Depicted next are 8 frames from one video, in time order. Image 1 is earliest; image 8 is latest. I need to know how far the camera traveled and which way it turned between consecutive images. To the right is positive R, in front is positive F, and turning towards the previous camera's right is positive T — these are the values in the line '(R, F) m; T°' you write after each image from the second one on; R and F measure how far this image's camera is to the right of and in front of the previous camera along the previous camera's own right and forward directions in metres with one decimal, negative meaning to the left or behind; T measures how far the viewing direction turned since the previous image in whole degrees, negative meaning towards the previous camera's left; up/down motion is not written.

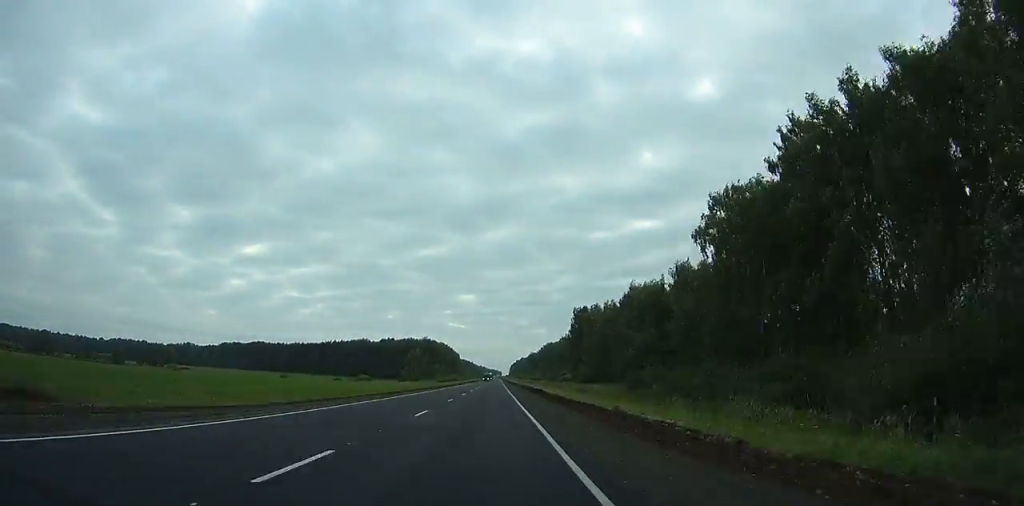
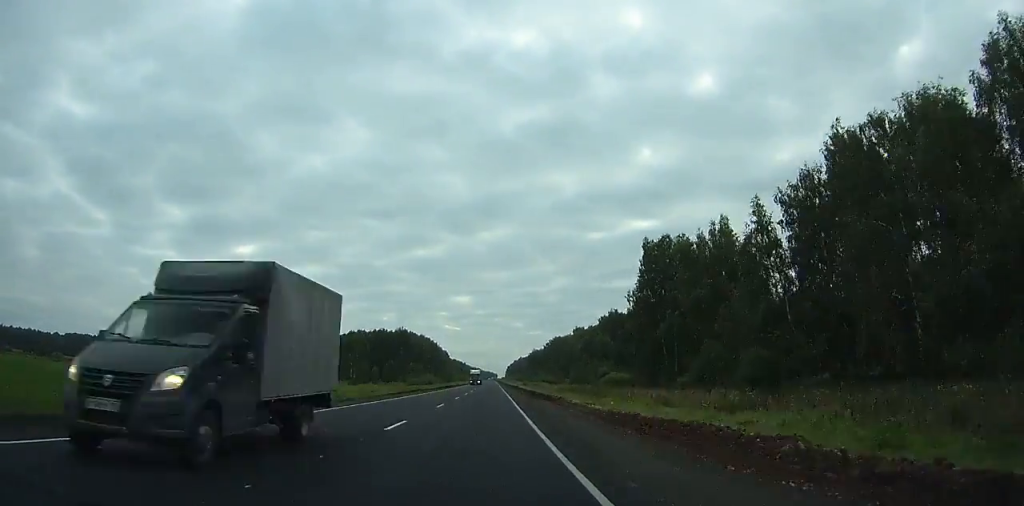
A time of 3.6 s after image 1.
(+2.4, +79.6) m; -1°
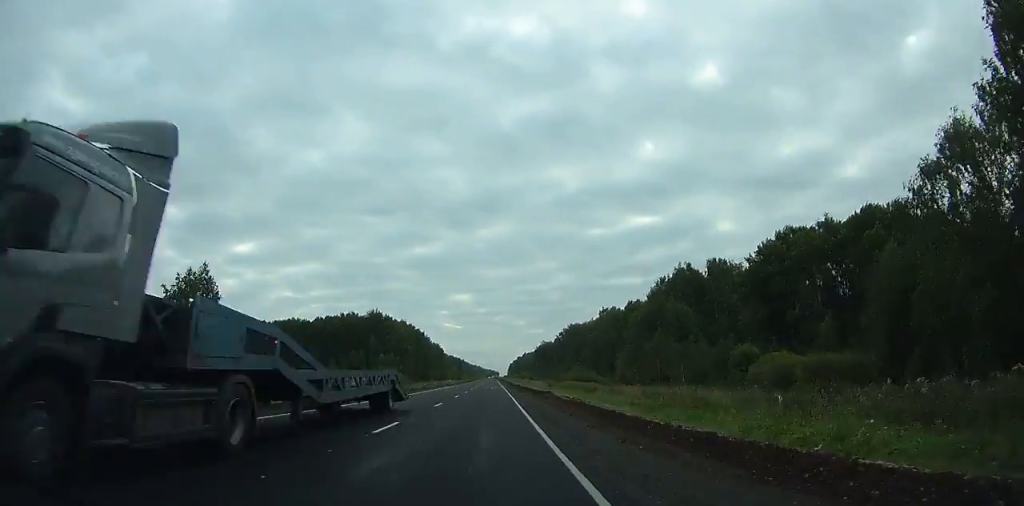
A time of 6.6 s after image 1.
(-1.8, +69.1) m; -2°
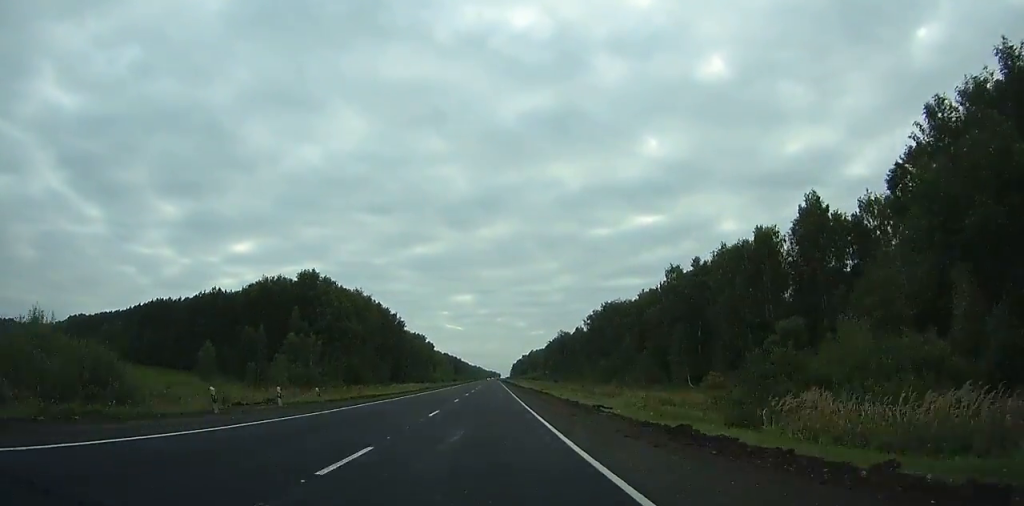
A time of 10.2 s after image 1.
(-0.3, +85.3) m; 0°
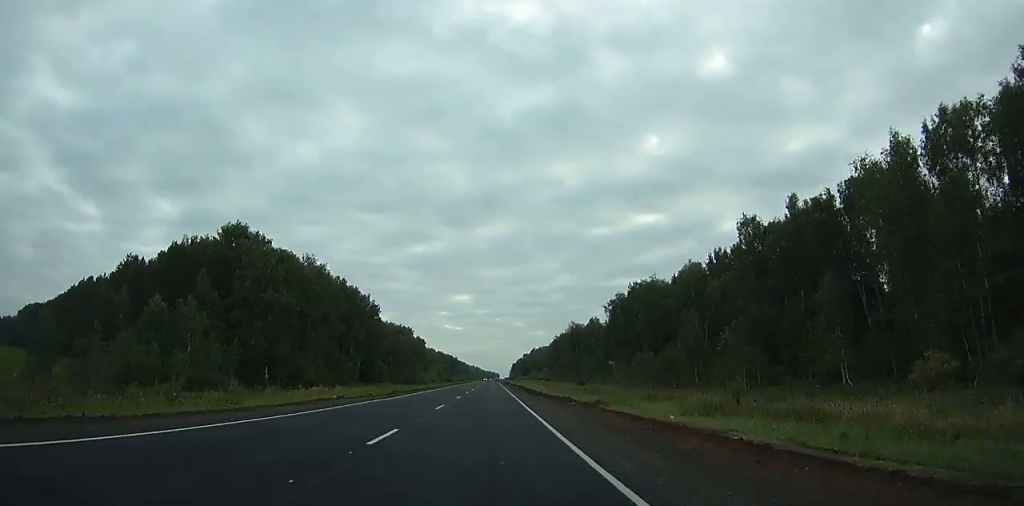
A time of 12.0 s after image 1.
(+0.1, +43.7) m; 0°
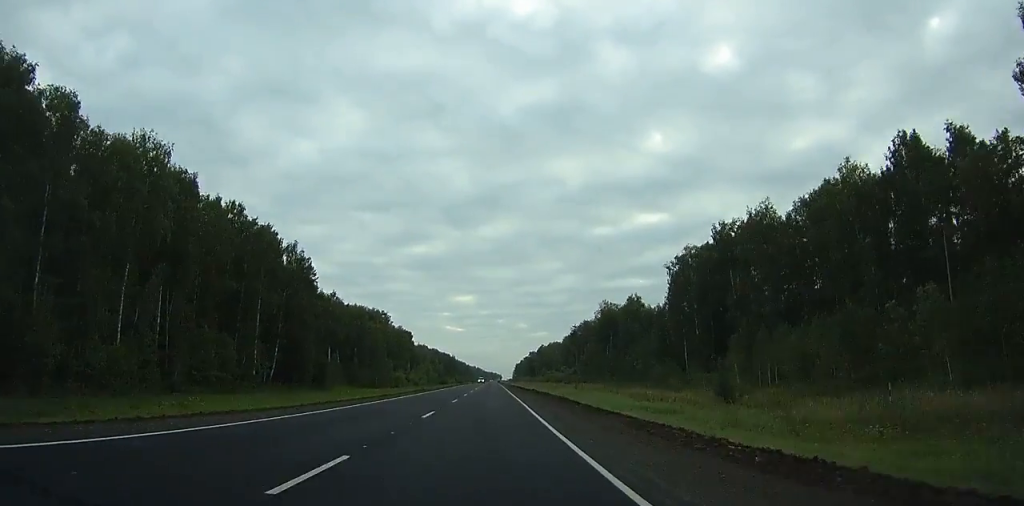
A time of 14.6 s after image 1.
(+0.1, +63.7) m; 0°
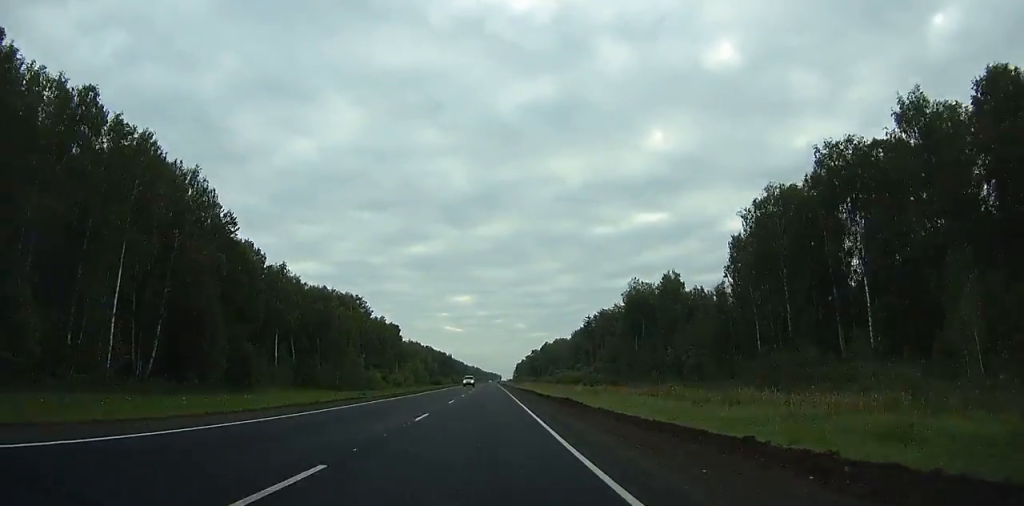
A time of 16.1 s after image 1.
(0.0, +37.1) m; 0°
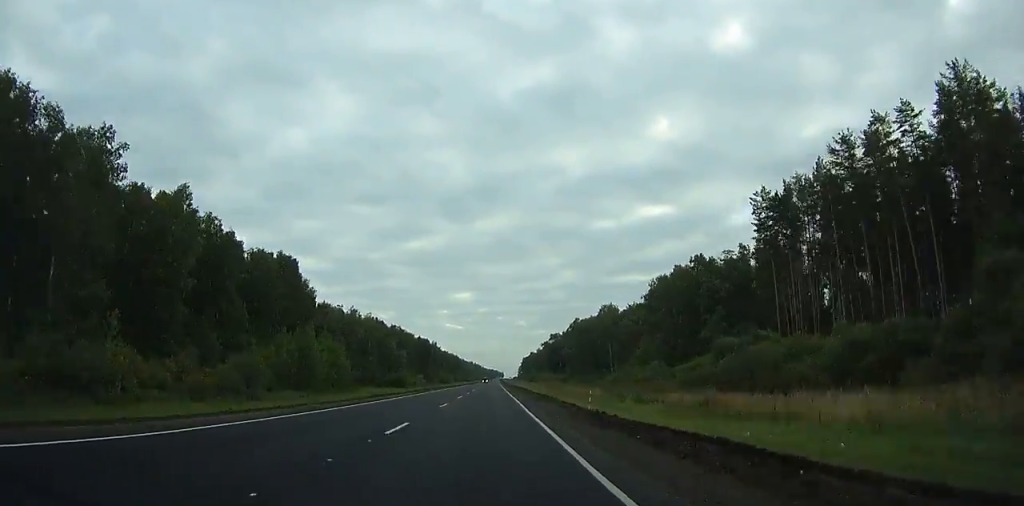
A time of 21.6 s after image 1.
(-0.1, +137.0) m; 0°
